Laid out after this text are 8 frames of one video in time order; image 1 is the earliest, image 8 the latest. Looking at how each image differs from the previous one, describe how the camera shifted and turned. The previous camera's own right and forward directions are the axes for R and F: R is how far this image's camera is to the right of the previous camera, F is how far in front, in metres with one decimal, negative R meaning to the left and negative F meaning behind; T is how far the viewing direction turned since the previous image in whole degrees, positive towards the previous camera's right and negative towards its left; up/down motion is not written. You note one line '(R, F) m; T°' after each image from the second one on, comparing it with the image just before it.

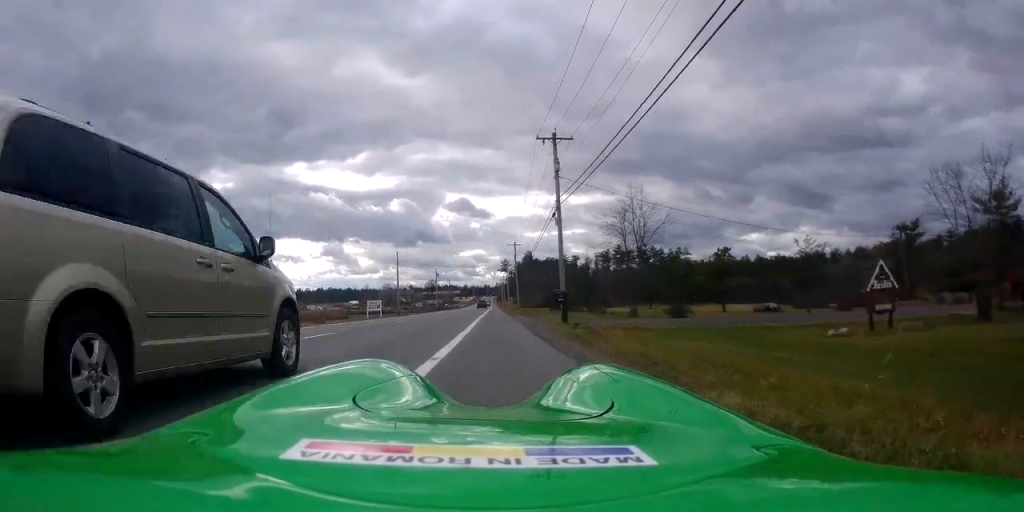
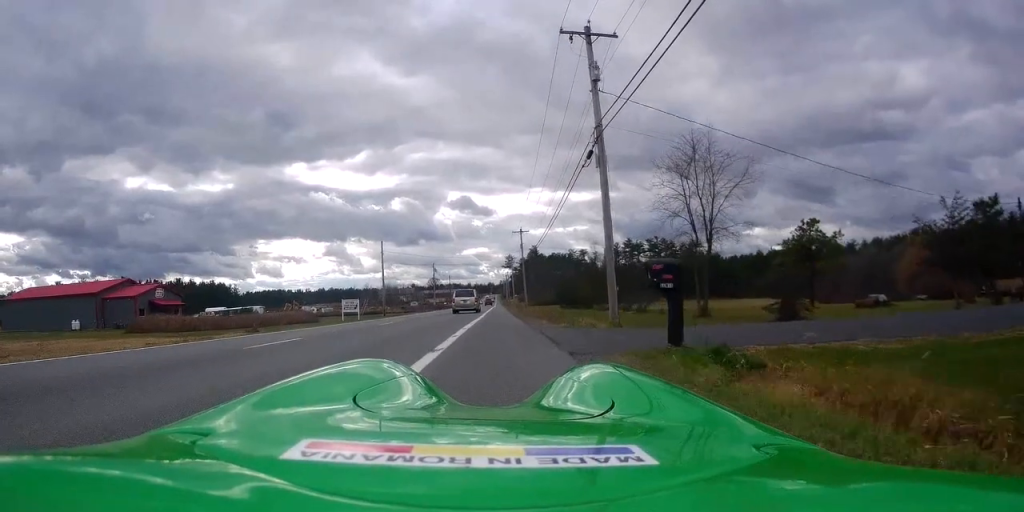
(+0.9, +14.4) m; +1°
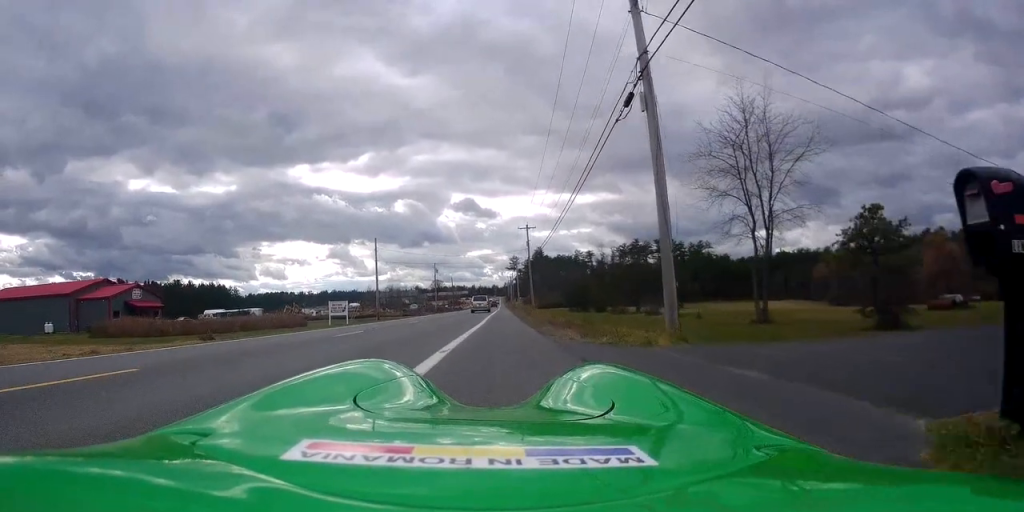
(-0.4, +6.6) m; -2°
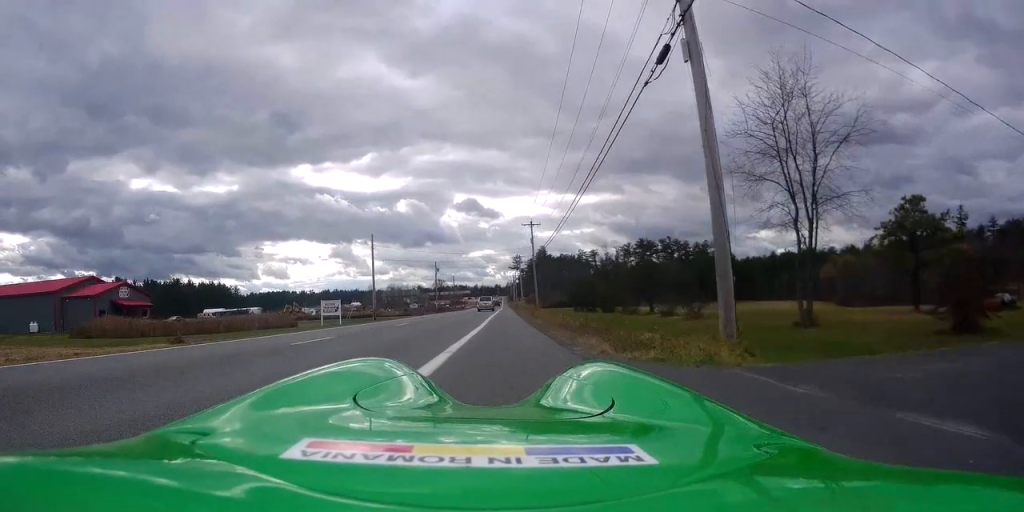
(+0.1, +3.4) m; 0°
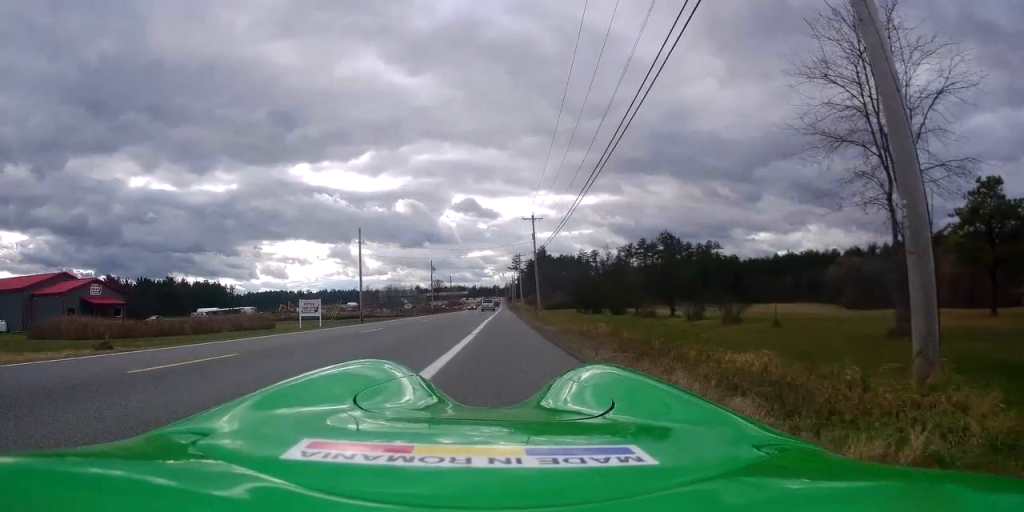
(0.0, +5.6) m; 0°
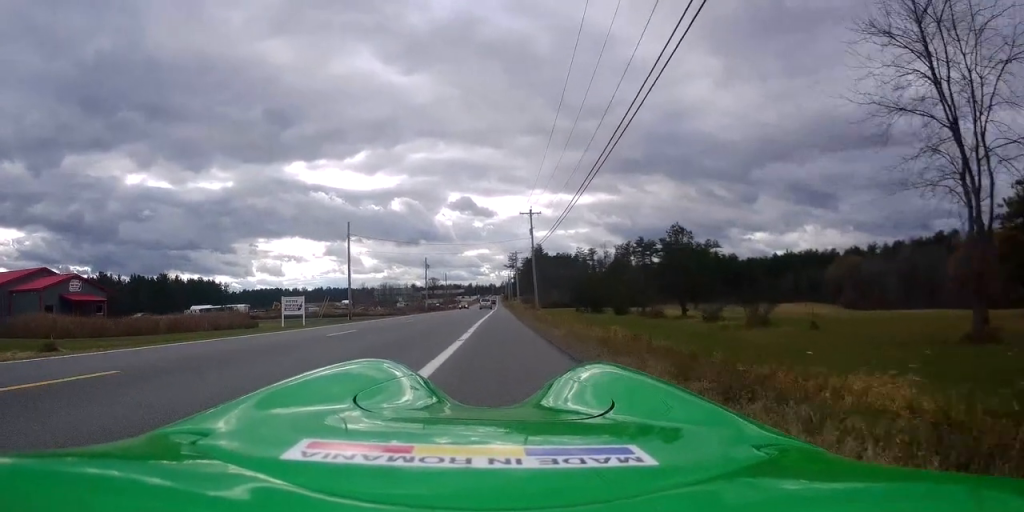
(-0.1, +3.5) m; 0°
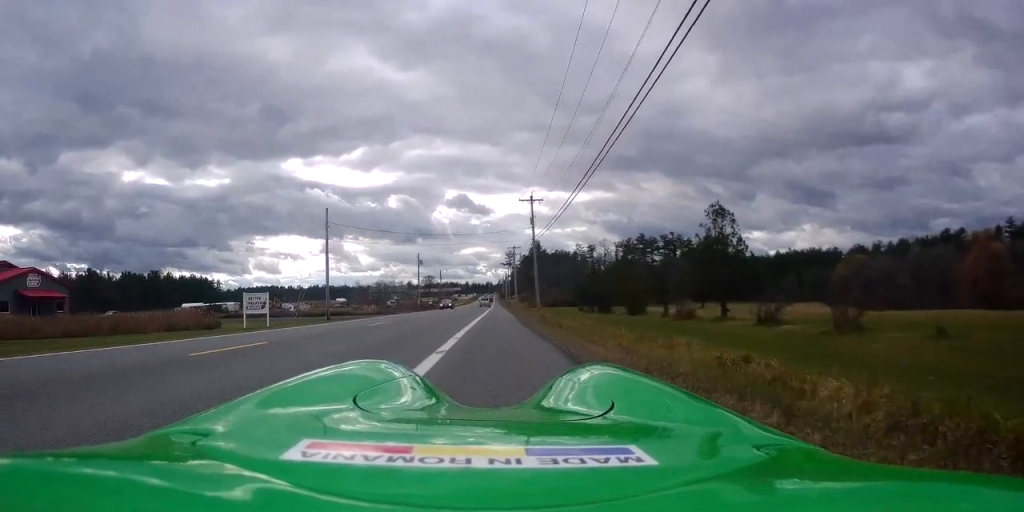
(+0.2, +6.6) m; +2°
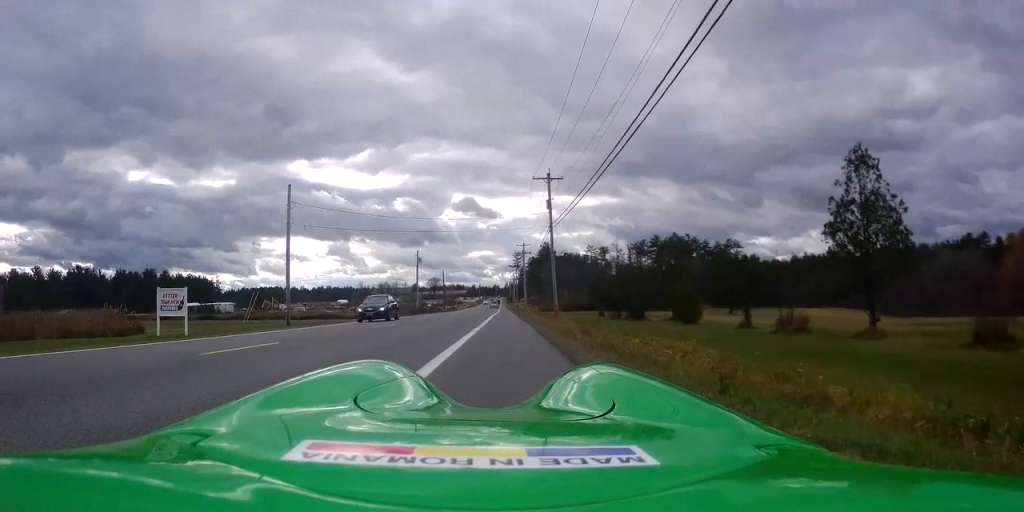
(0.0, +11.8) m; -2°
